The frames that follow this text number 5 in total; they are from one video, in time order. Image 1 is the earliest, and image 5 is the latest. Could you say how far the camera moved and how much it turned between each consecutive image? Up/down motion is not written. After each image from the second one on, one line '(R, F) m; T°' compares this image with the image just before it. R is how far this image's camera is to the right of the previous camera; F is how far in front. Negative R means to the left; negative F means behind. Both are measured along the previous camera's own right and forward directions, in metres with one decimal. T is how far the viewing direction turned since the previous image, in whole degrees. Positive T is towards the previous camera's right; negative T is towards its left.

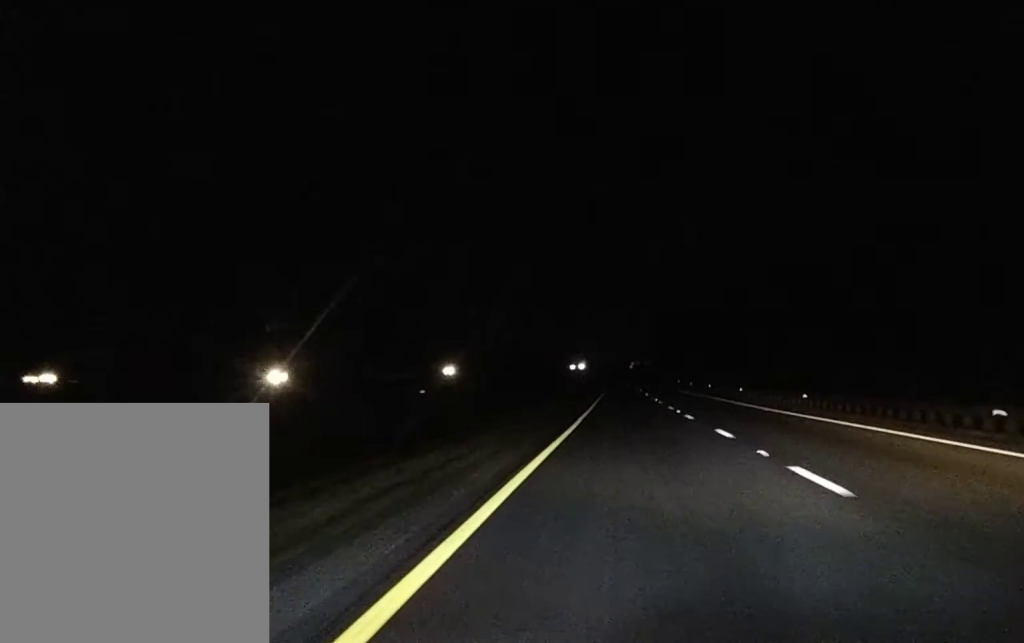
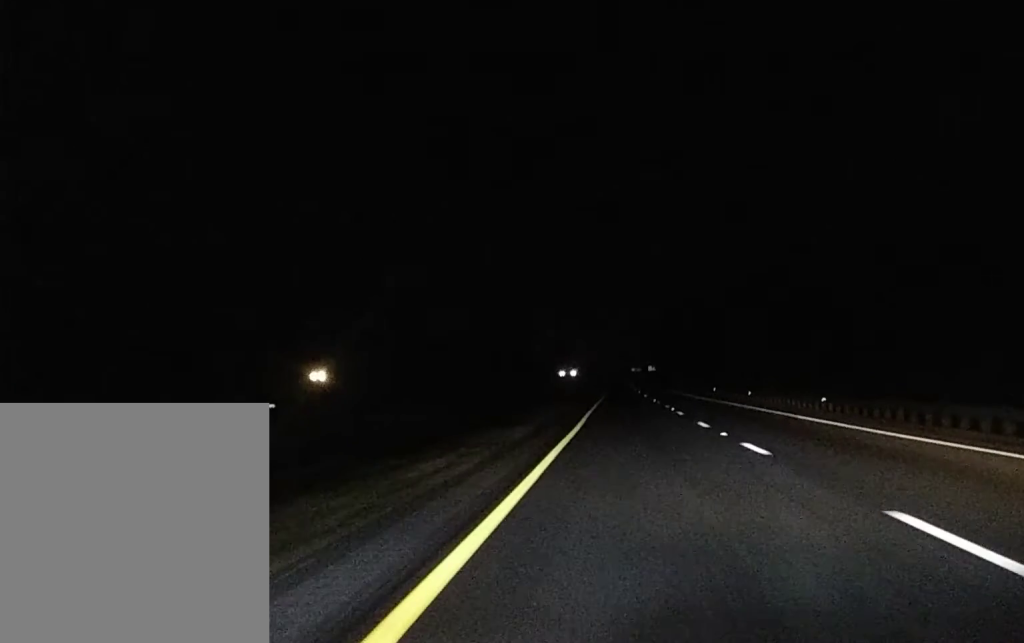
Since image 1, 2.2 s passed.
(+0.7, +67.7) m; +1°
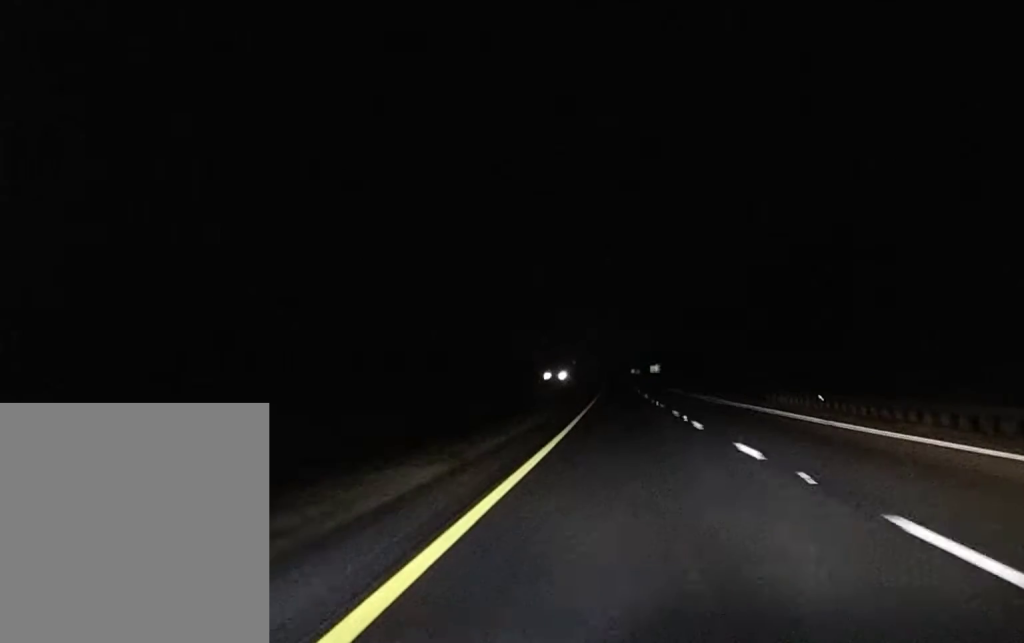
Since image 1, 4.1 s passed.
(0.0, +60.6) m; 0°
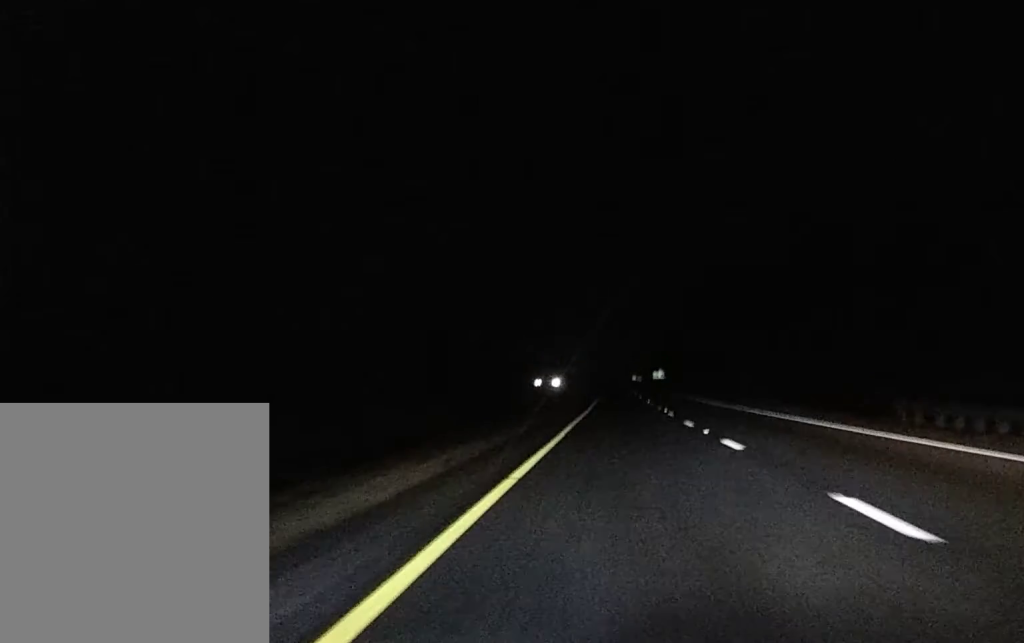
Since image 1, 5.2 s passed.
(0.0, +27.9) m; 0°
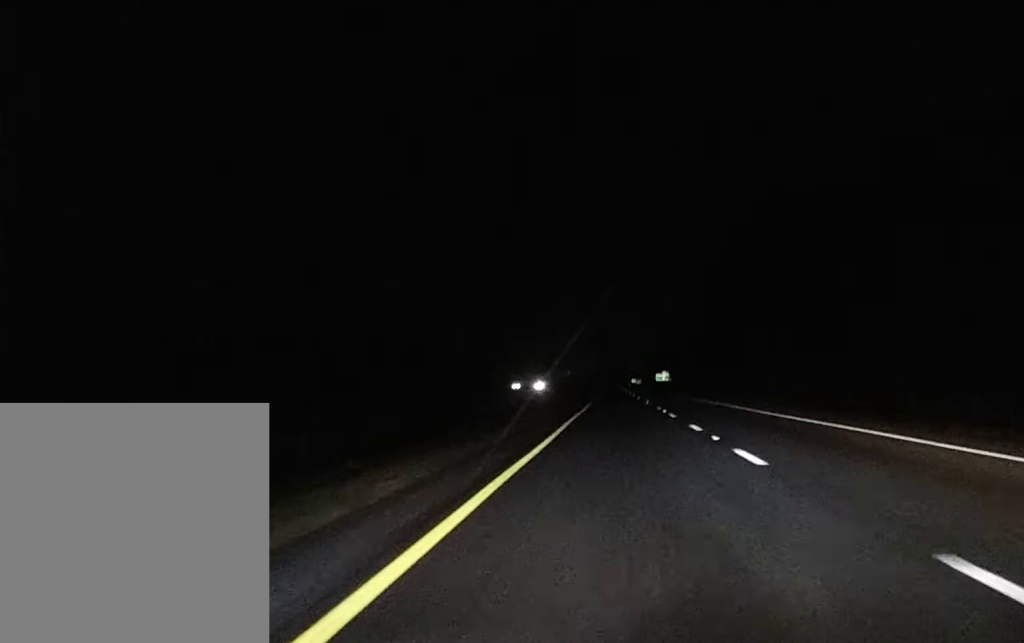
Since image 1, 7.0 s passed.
(+0.2, +40.7) m; +1°
